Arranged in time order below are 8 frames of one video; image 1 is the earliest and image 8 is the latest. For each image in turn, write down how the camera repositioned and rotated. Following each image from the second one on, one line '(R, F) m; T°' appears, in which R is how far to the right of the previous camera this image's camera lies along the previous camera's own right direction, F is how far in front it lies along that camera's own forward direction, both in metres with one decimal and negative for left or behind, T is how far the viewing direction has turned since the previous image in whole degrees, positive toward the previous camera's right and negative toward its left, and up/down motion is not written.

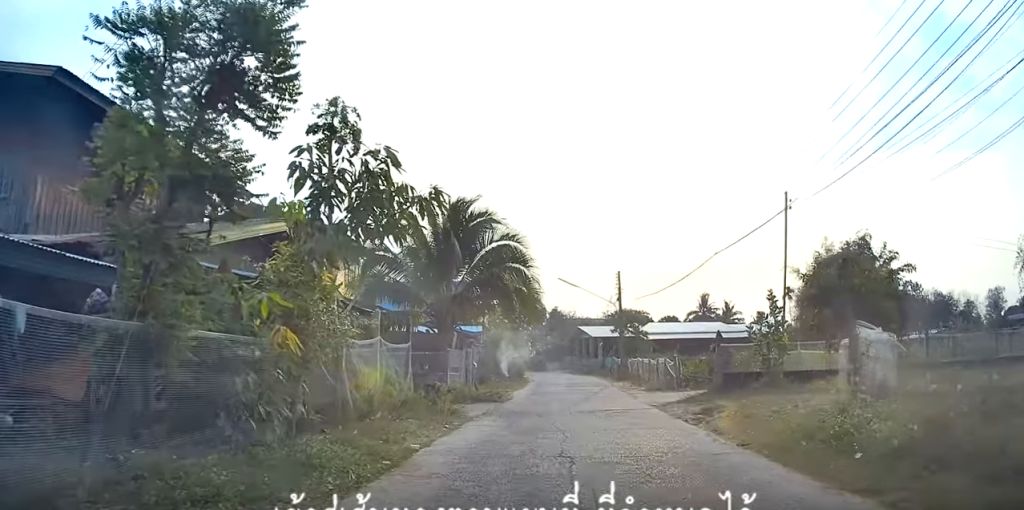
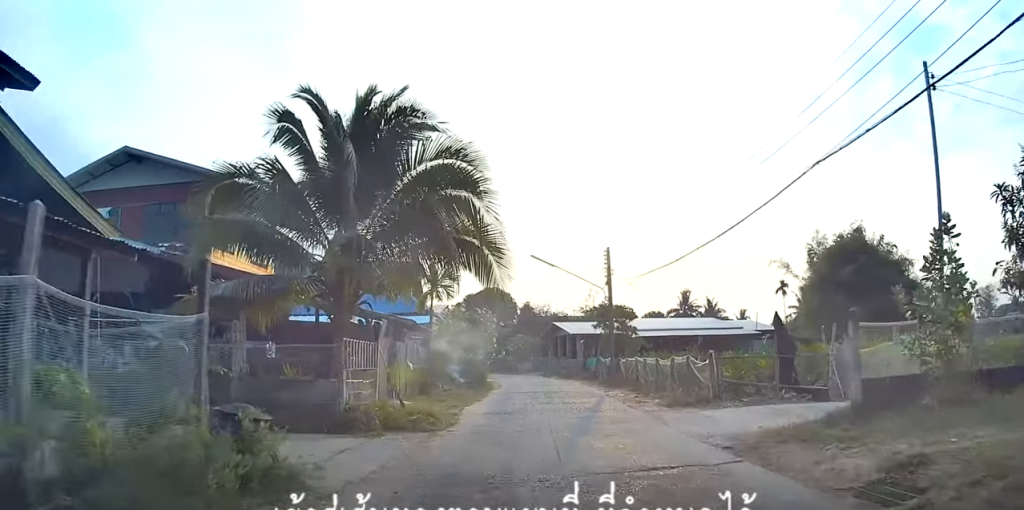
(+0.1, +9.2) m; +1°
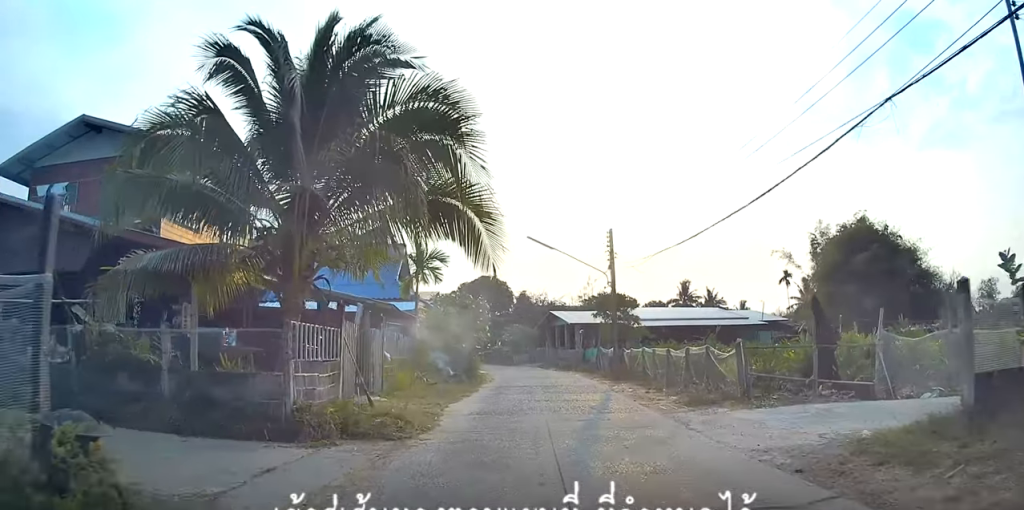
(0.0, +2.8) m; +1°
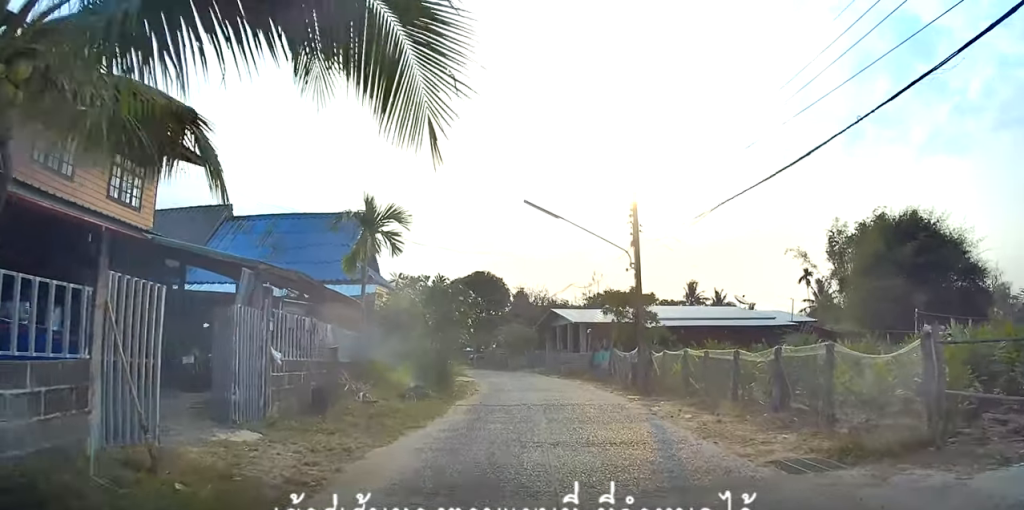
(+0.3, +6.9) m; +2°
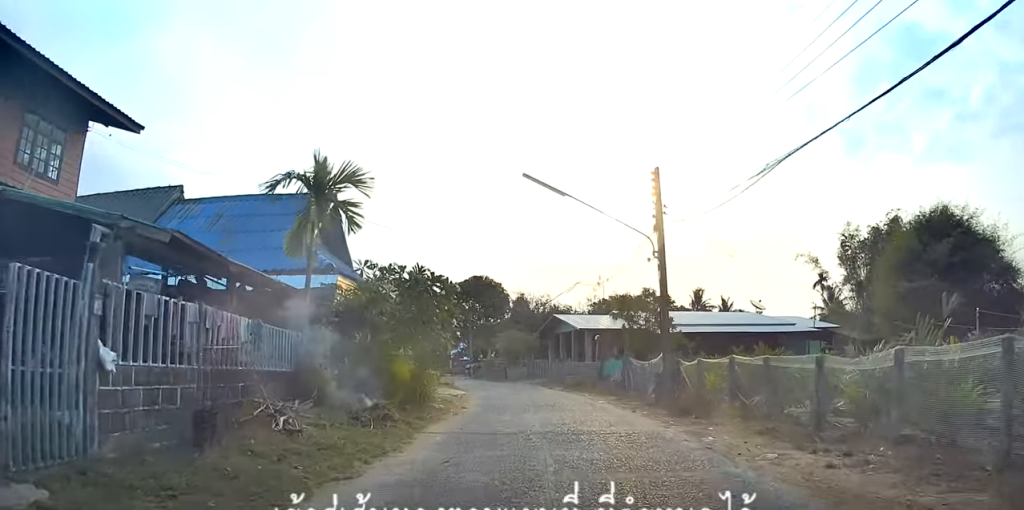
(+0.1, +4.2) m; -1°
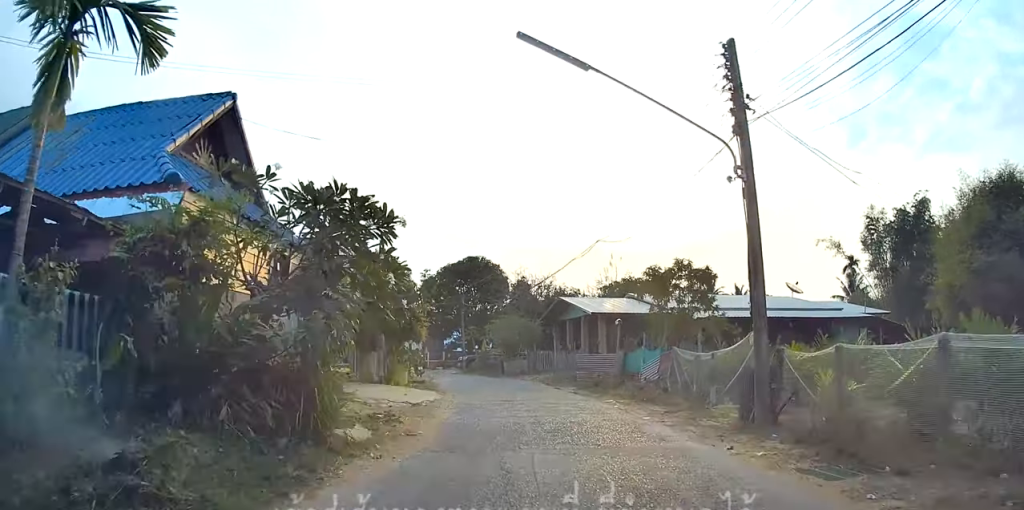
(-0.2, +7.9) m; 0°
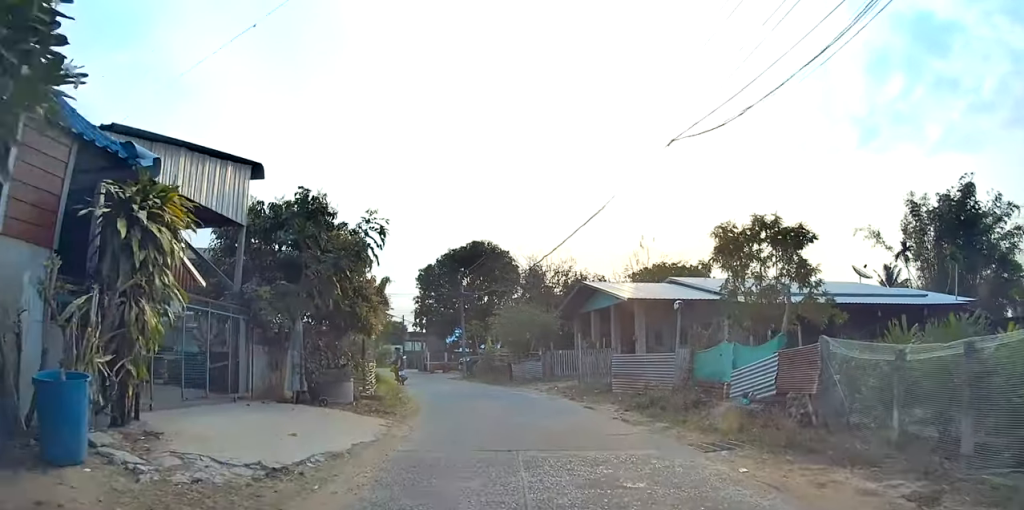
(+0.2, +8.7) m; +1°
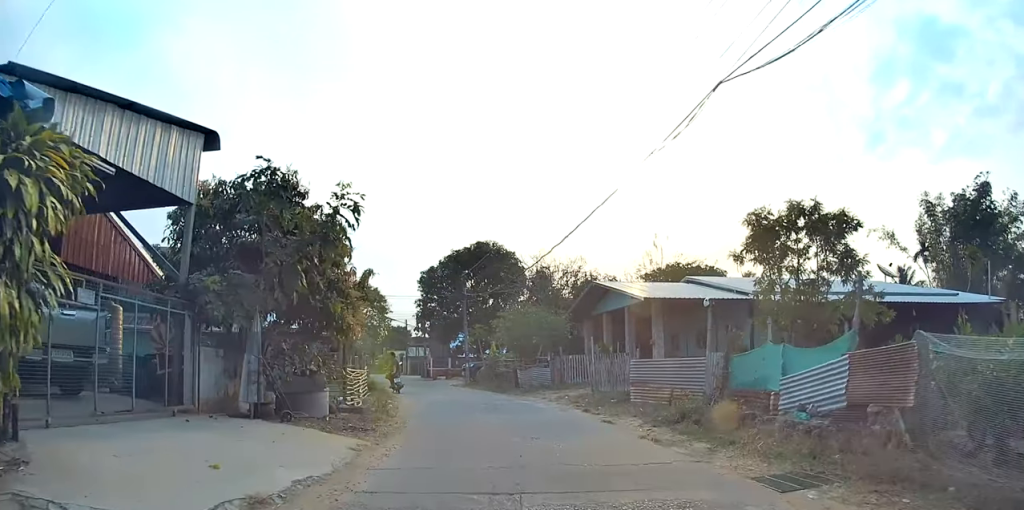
(0.0, +2.6) m; 0°
